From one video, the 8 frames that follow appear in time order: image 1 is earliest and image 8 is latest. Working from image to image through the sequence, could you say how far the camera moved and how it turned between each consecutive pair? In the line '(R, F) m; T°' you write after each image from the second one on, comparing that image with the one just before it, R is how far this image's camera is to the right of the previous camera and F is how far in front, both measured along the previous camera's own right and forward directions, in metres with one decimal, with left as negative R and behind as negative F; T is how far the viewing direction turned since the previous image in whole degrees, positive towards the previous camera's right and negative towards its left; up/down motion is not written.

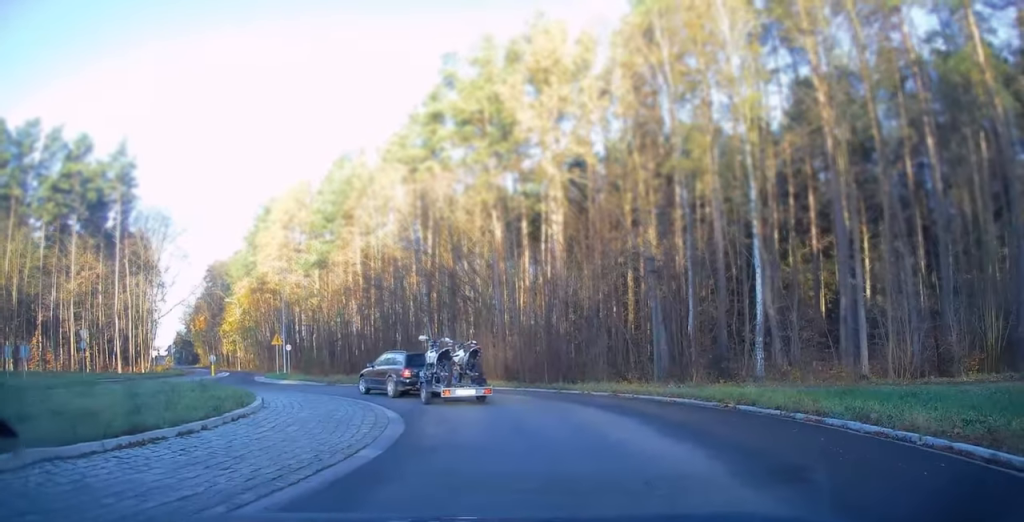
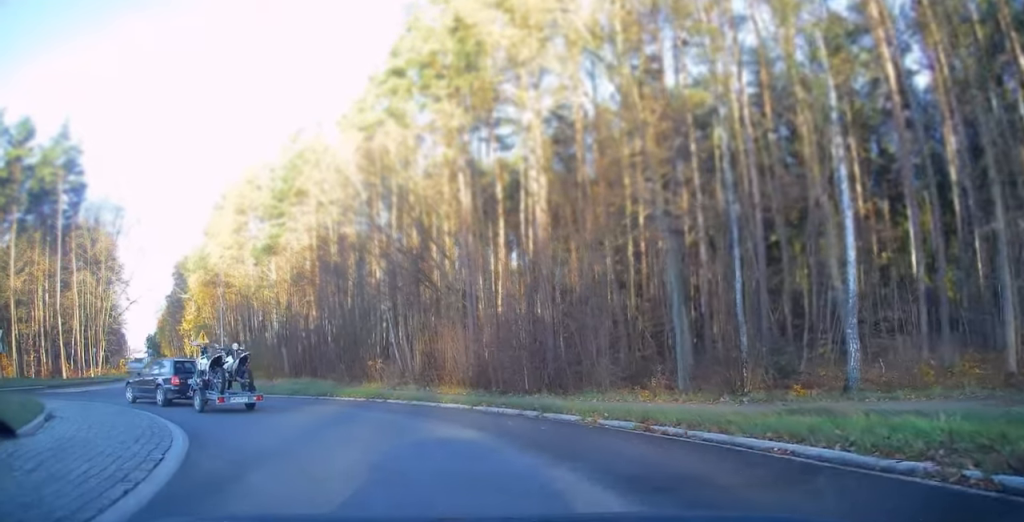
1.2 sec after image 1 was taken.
(+0.1, +8.1) m; -6°
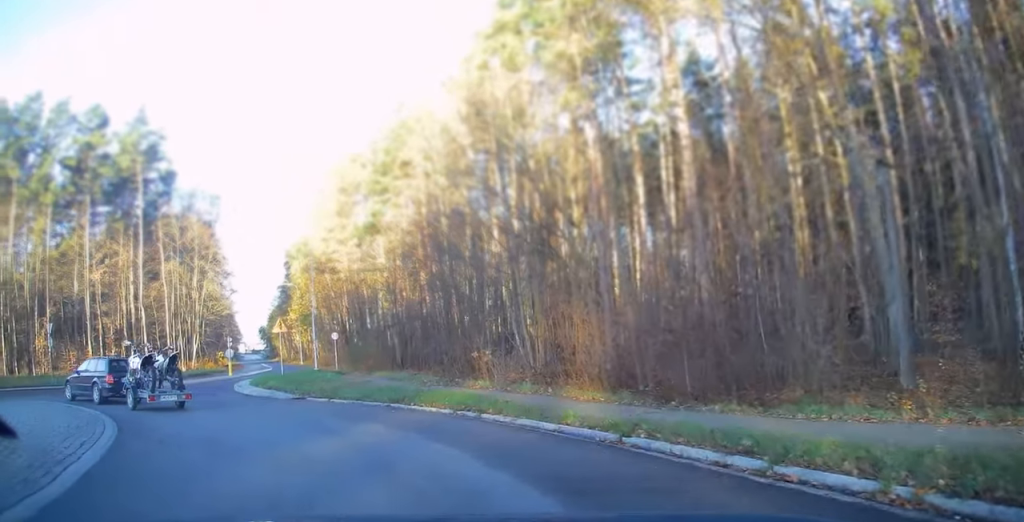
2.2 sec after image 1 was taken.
(-0.6, +6.0) m; -13°
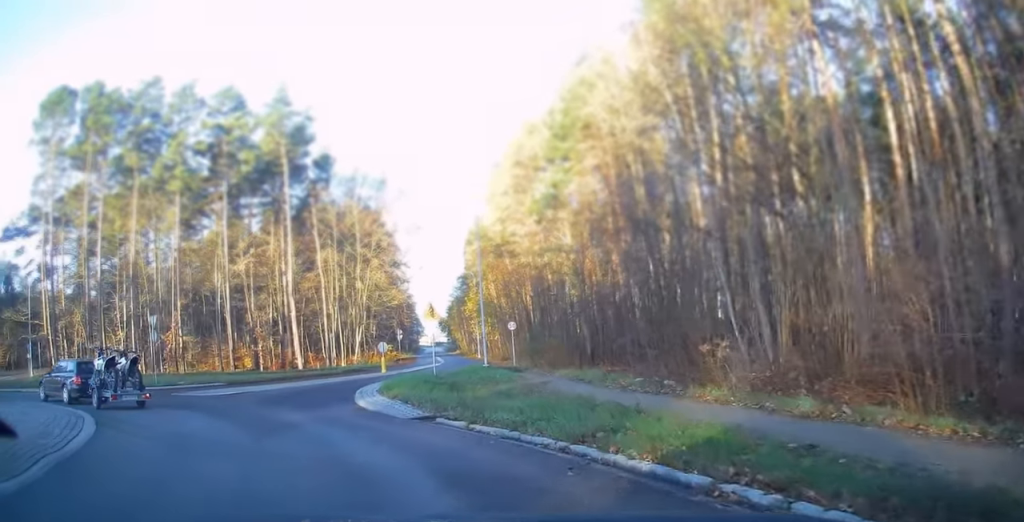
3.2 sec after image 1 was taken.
(-1.0, +6.6) m; -19°
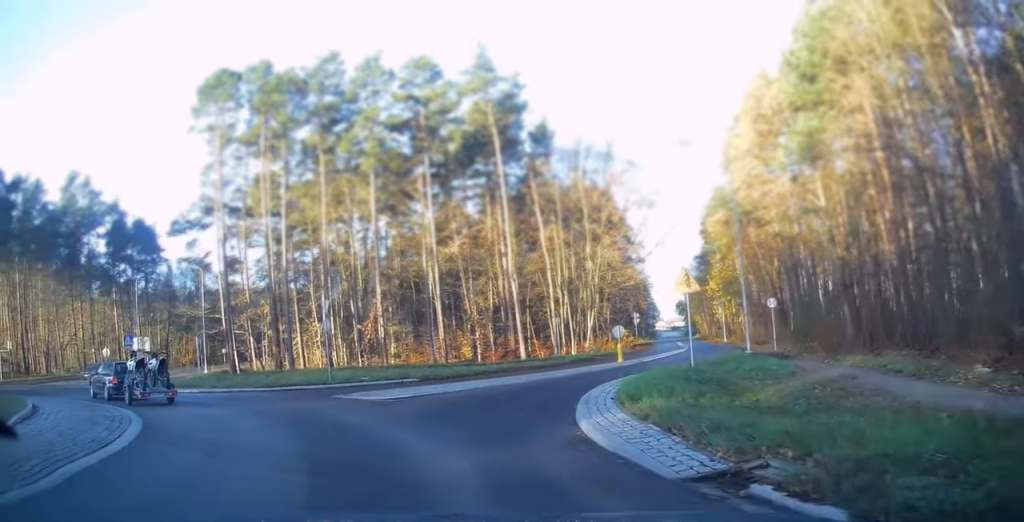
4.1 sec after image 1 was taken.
(-1.0, +6.2) m; -20°
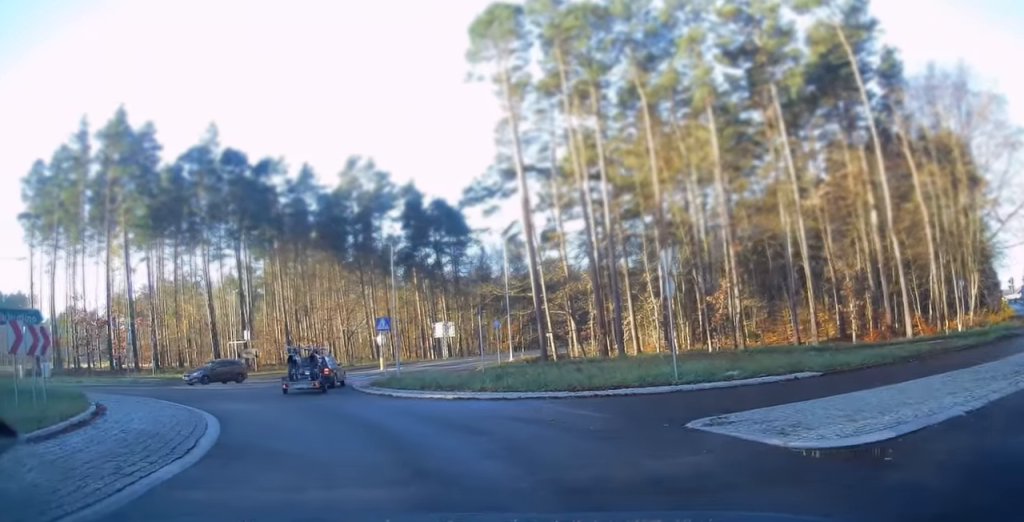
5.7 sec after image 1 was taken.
(-2.6, +9.9) m; -30°
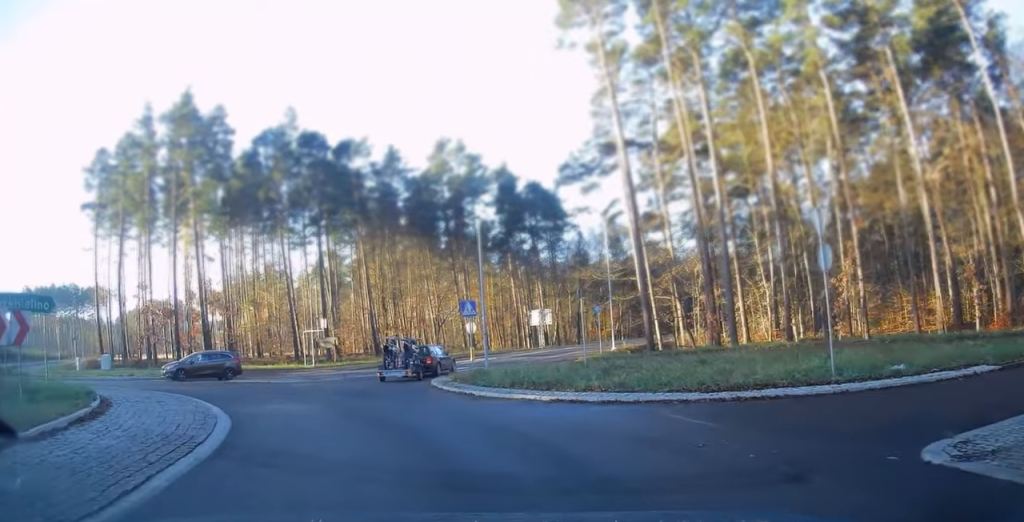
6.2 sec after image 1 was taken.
(-0.5, +3.6) m; -8°
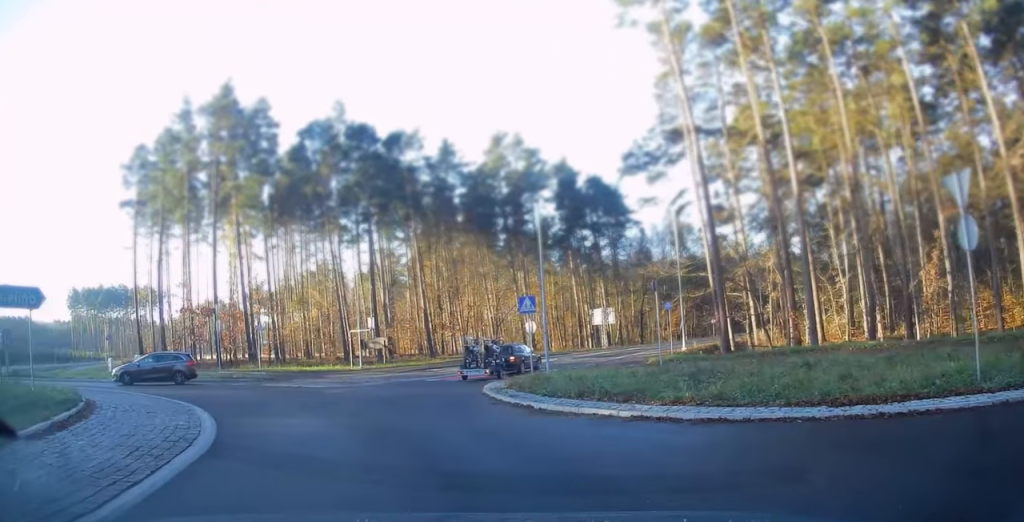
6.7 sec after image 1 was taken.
(0.0, +2.9) m; -7°
